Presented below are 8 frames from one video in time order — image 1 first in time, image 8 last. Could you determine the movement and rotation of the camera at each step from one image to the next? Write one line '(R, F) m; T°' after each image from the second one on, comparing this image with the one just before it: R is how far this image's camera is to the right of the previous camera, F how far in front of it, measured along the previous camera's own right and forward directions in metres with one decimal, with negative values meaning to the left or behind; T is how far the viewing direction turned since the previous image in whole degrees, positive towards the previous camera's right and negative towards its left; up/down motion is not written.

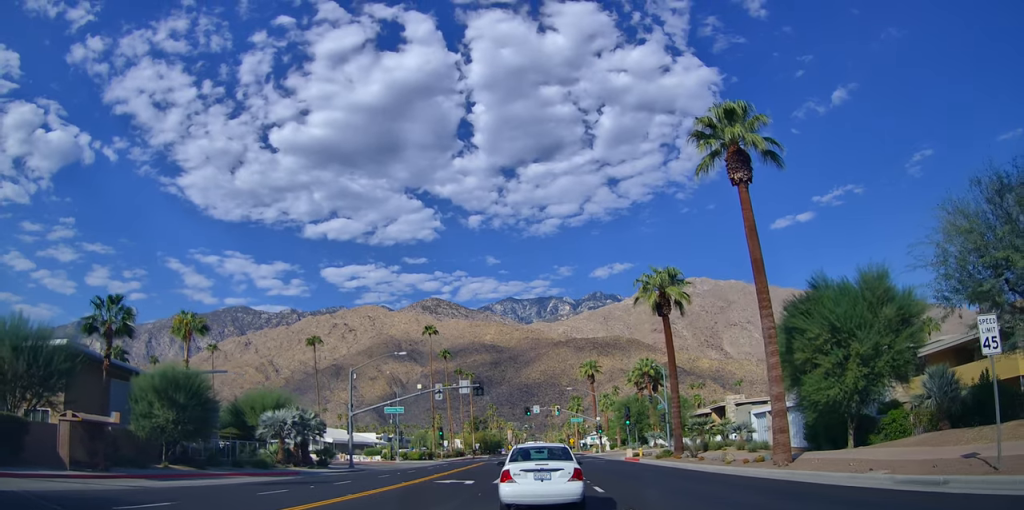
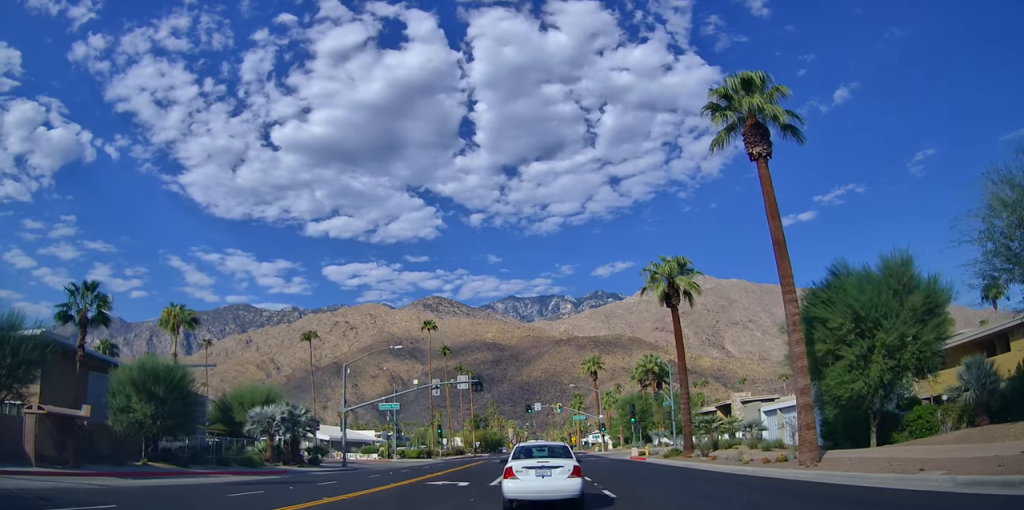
(0.0, +1.4) m; 0°
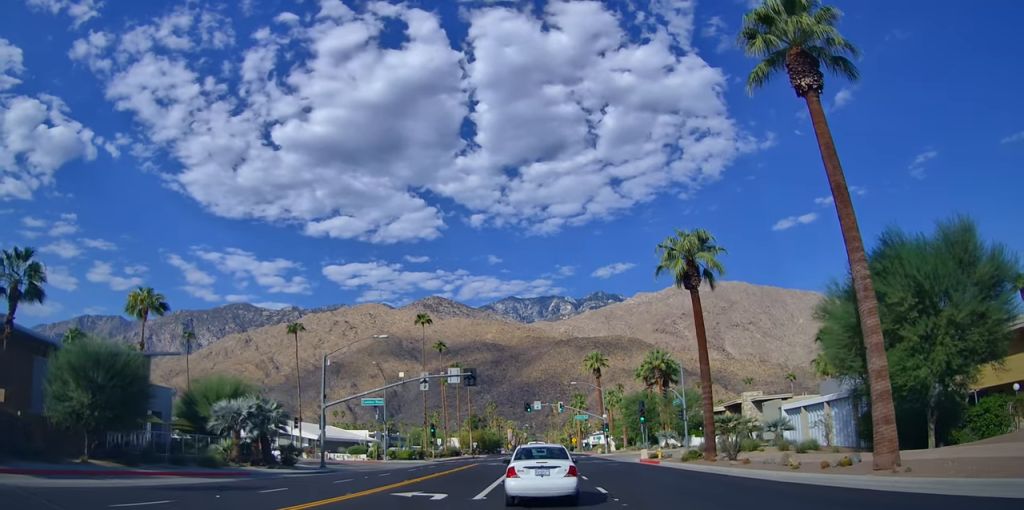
(0.0, +3.5) m; 0°
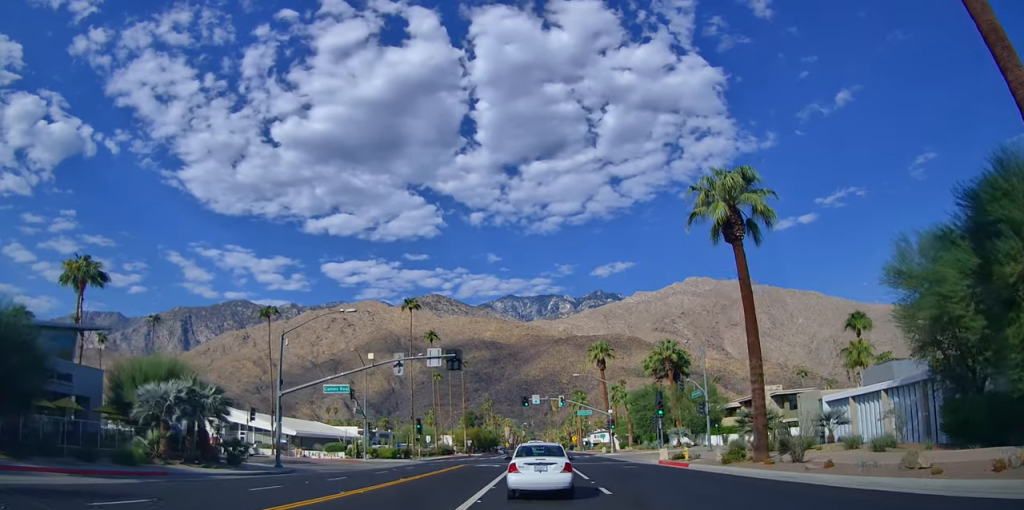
(0.0, +6.2) m; 0°
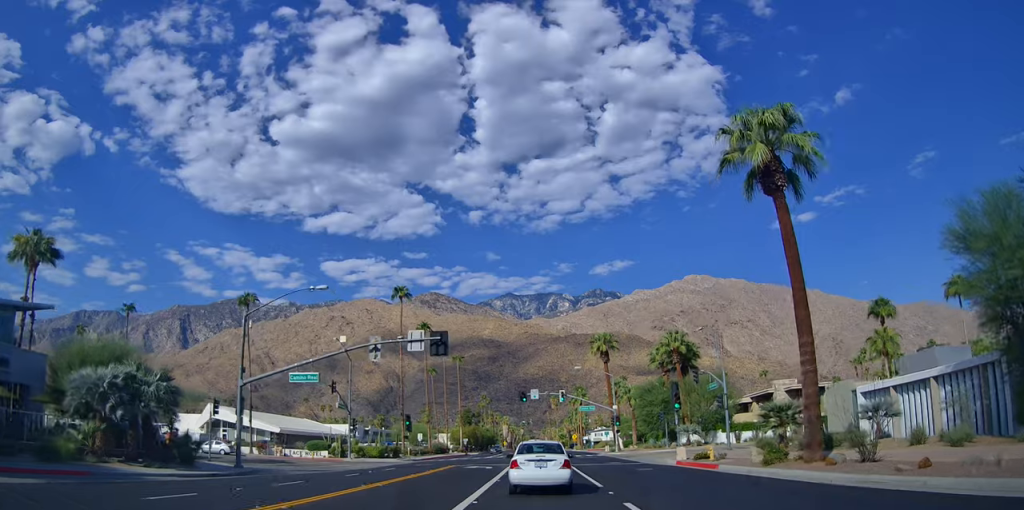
(0.0, +4.3) m; 0°
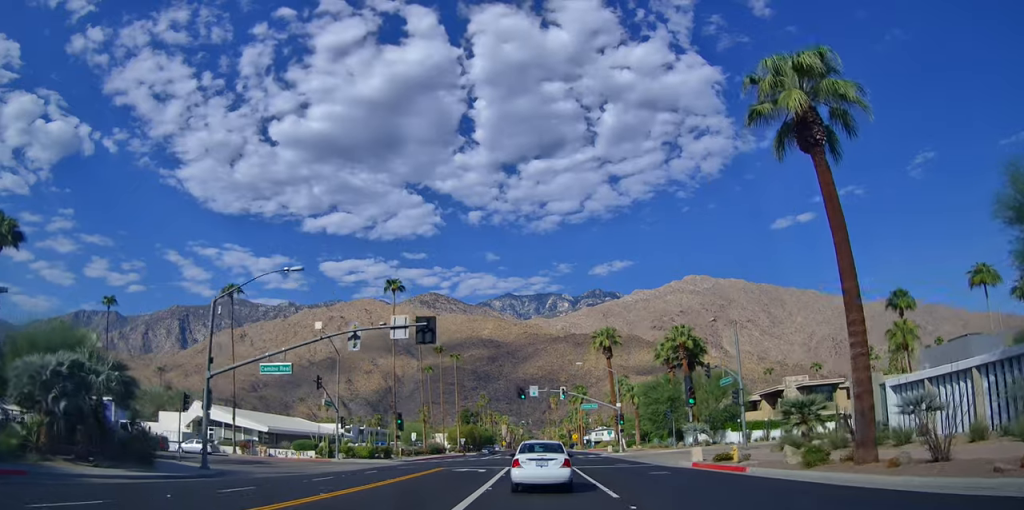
(0.0, +3.2) m; 0°
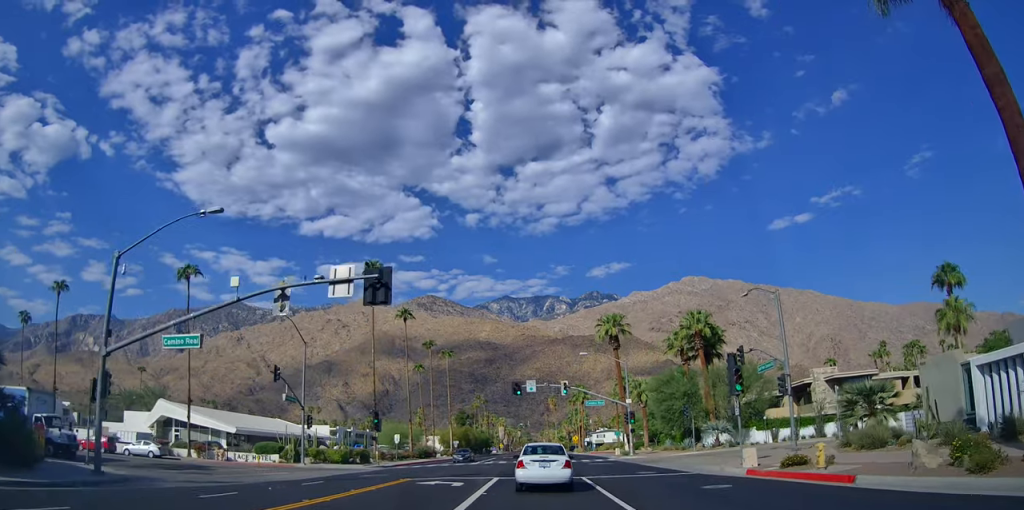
(0.0, +7.5) m; 0°
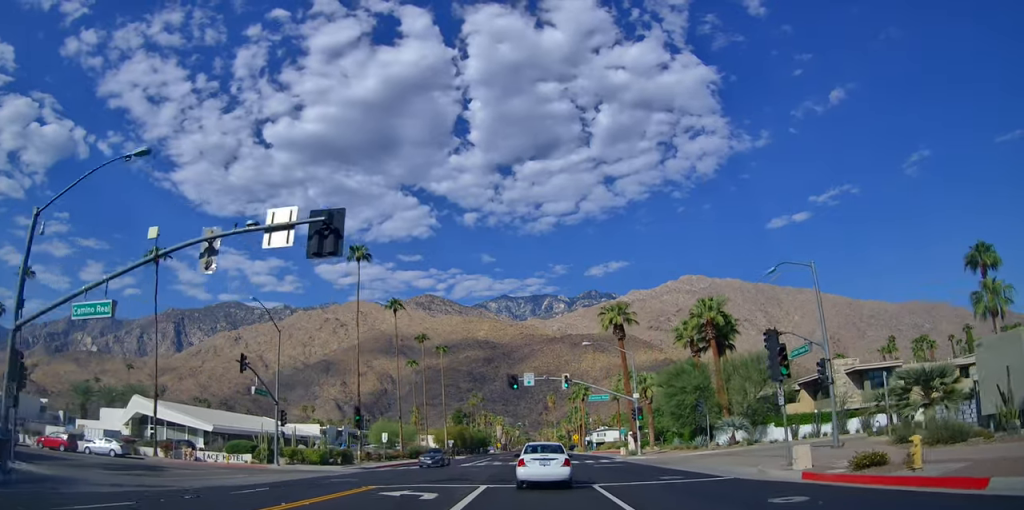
(0.0, +4.6) m; 0°
